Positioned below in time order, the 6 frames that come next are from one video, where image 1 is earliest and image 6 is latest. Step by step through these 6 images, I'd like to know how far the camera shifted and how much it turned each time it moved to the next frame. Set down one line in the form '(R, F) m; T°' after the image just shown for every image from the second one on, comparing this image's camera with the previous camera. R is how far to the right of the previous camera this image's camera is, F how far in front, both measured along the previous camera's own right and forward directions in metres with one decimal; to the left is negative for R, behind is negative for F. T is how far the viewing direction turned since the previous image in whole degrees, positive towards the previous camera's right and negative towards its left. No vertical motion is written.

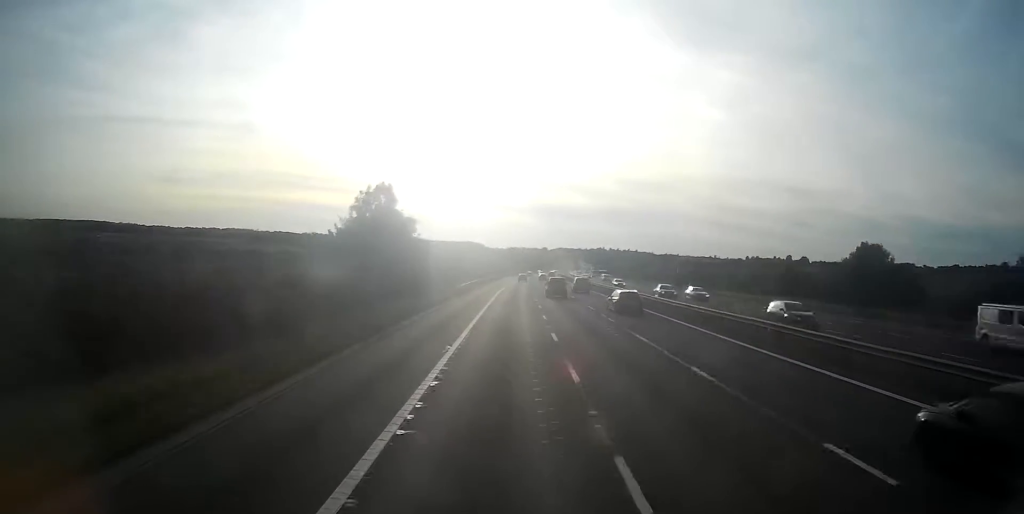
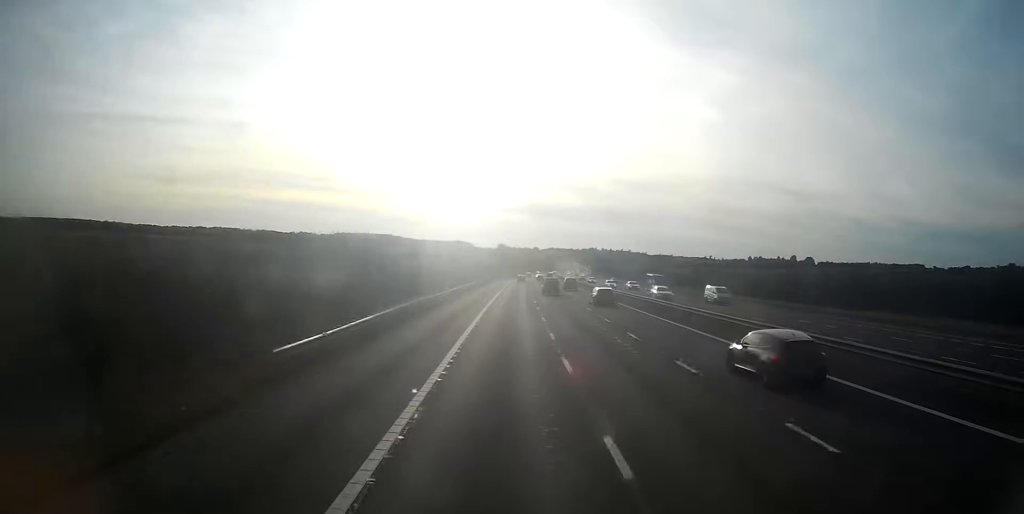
(+0.5, +44.2) m; +1°
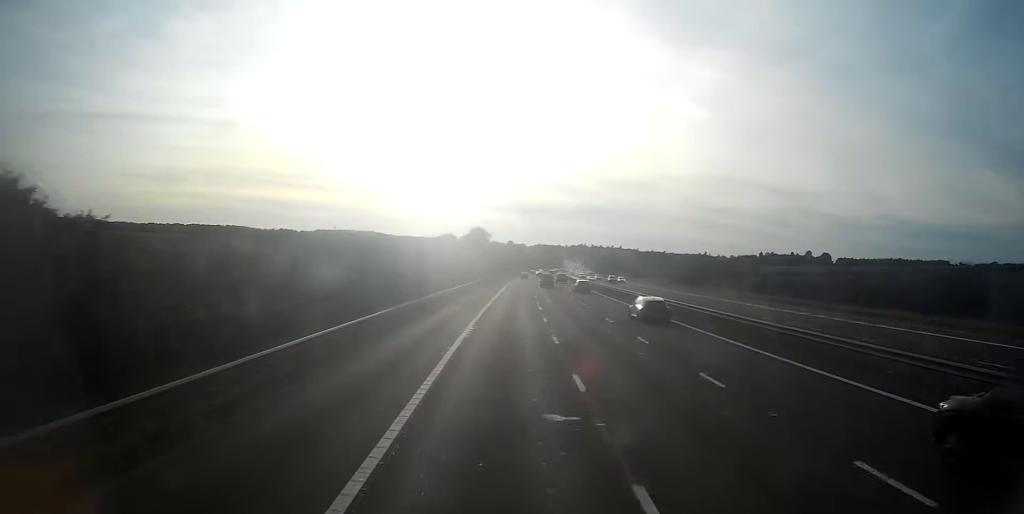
(+1.0, +82.6) m; +2°
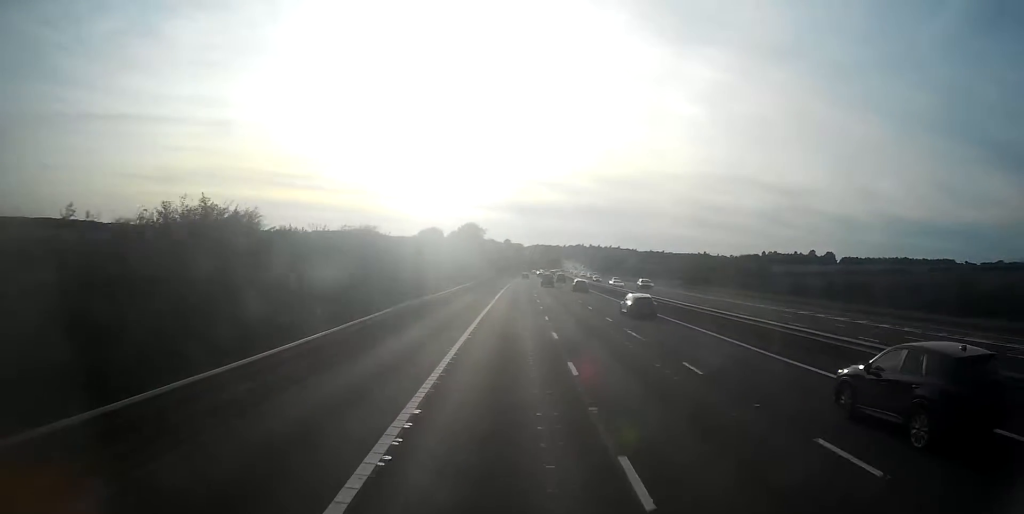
(+0.4, +16.5) m; 0°
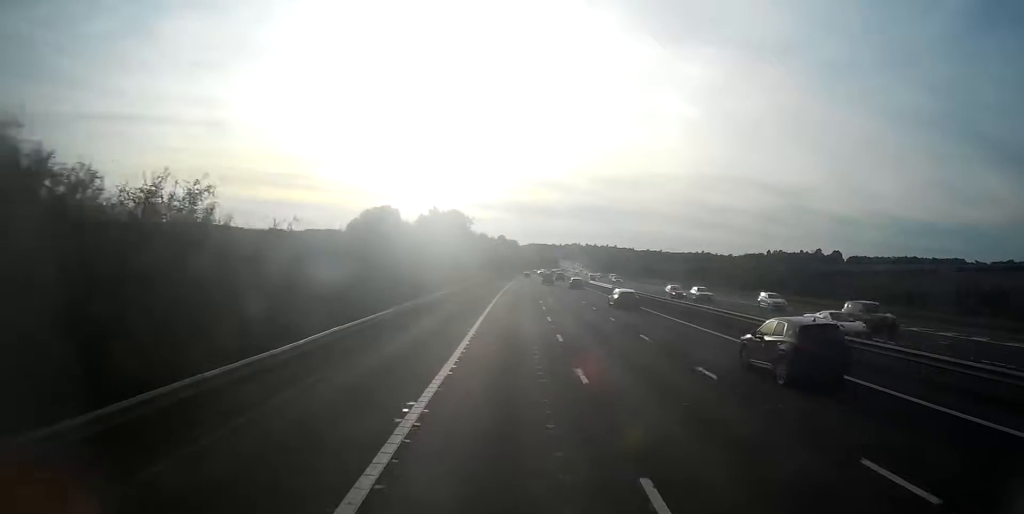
(+0.2, +28.4) m; 0°
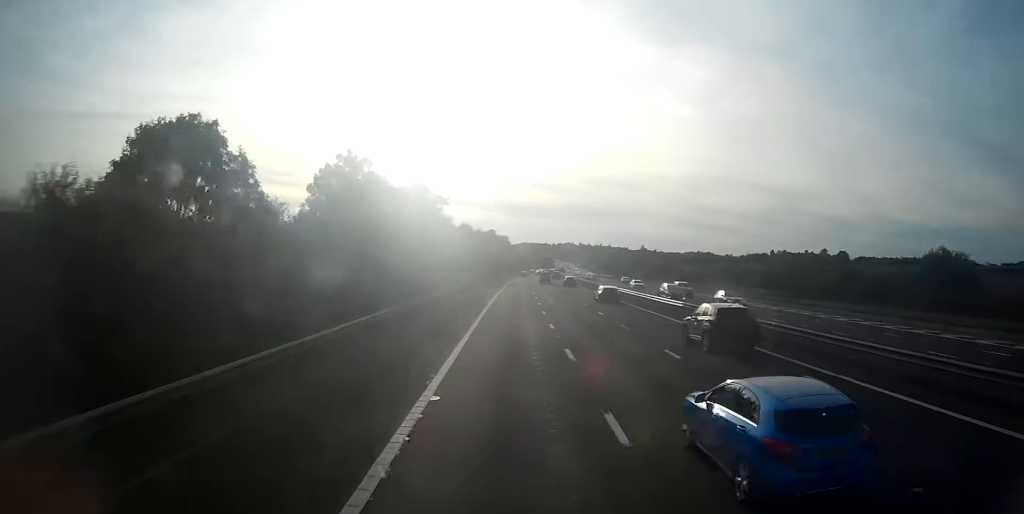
(-0.2, +32.1) m; 0°
